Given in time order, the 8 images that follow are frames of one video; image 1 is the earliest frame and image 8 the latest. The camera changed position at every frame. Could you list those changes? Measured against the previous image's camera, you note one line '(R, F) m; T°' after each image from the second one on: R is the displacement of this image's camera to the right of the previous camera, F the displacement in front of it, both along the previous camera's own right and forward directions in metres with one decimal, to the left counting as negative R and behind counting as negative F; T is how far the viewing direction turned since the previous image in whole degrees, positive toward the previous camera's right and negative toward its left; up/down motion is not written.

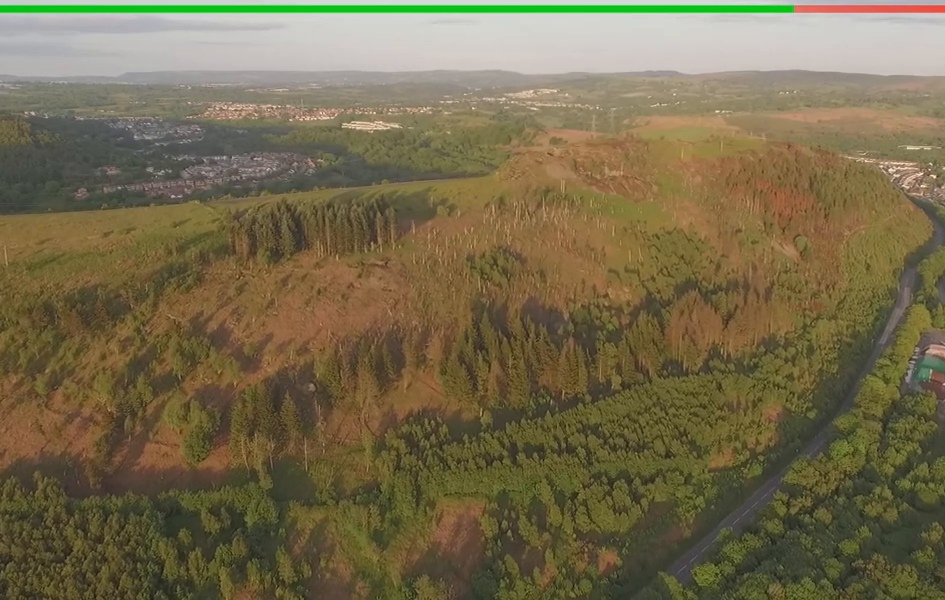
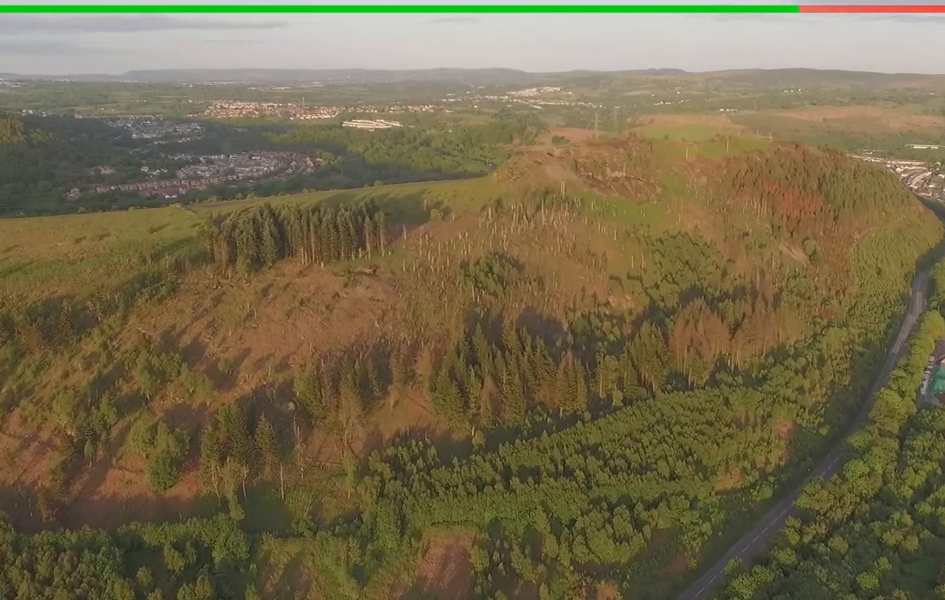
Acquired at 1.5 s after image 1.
(+0.2, +22.2) m; +1°
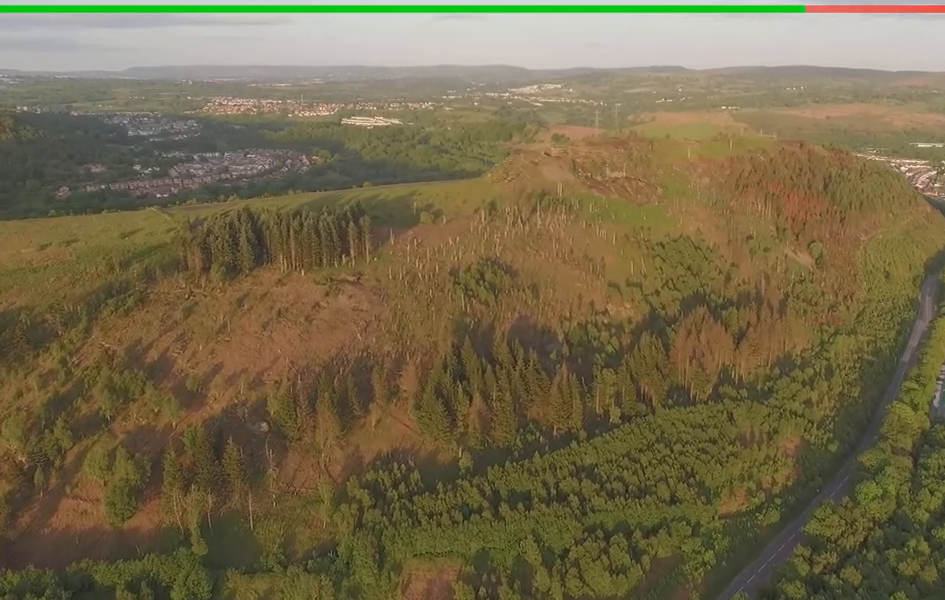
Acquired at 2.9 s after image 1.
(0.0, +21.2) m; -1°
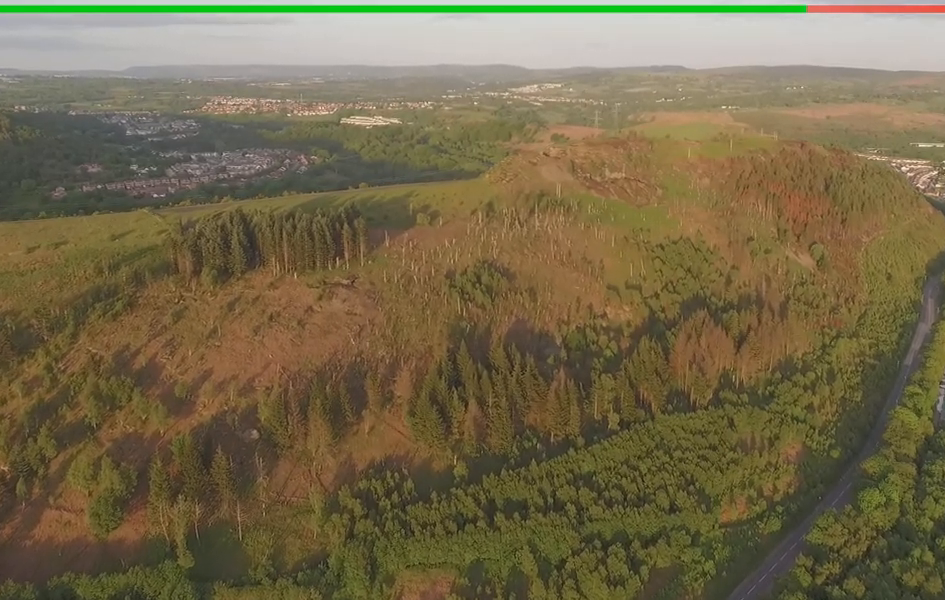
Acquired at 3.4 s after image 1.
(0.0, +6.8) m; 0°
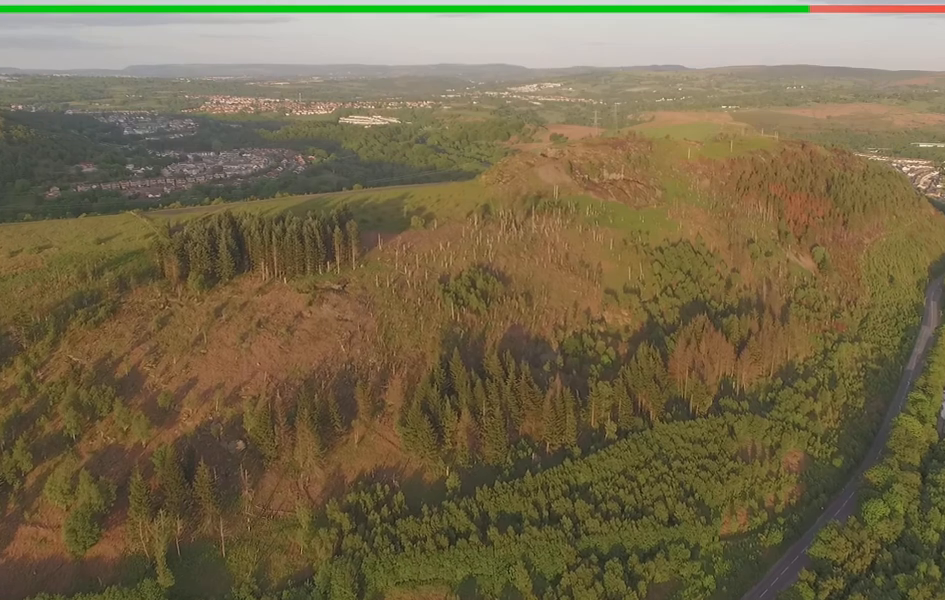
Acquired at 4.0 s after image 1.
(0.0, +8.6) m; 0°
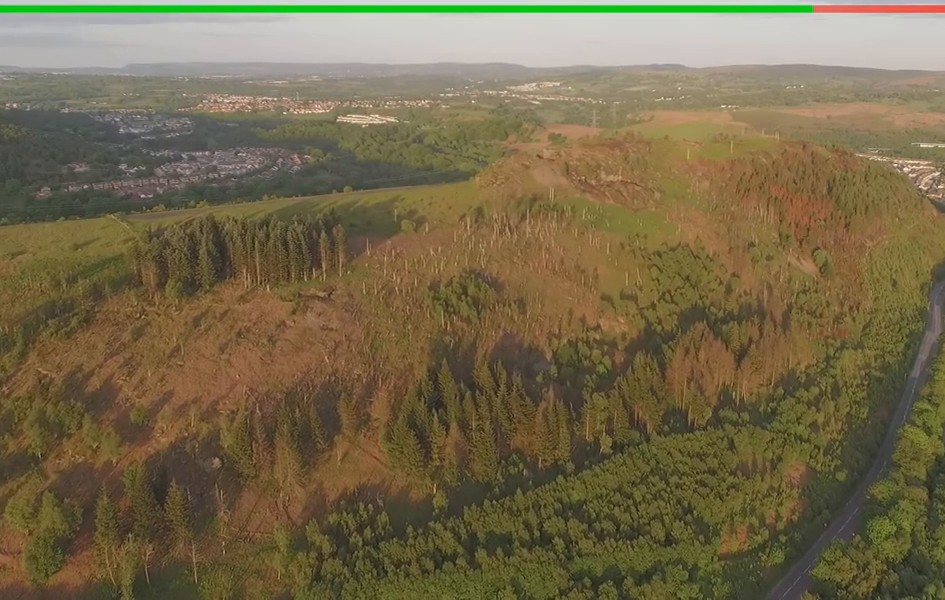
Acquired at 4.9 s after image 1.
(0.0, +12.6) m; 0°
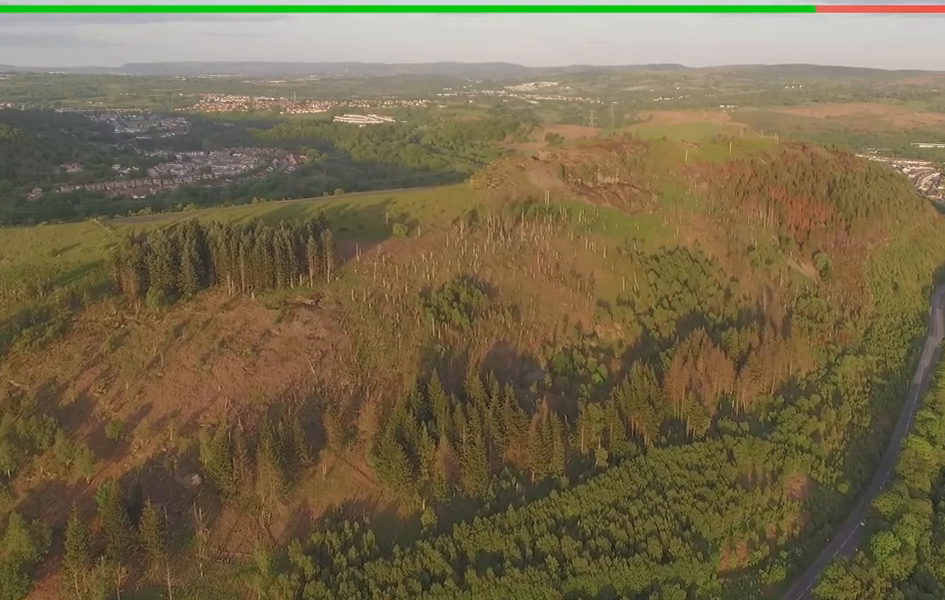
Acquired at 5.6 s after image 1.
(0.0, +10.1) m; 0°
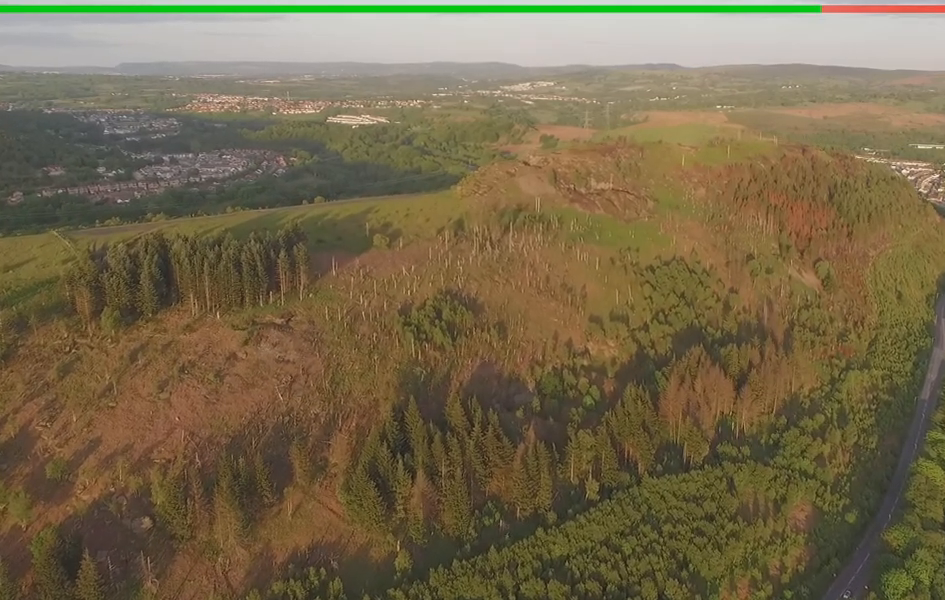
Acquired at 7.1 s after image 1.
(0.0, +22.4) m; 0°
